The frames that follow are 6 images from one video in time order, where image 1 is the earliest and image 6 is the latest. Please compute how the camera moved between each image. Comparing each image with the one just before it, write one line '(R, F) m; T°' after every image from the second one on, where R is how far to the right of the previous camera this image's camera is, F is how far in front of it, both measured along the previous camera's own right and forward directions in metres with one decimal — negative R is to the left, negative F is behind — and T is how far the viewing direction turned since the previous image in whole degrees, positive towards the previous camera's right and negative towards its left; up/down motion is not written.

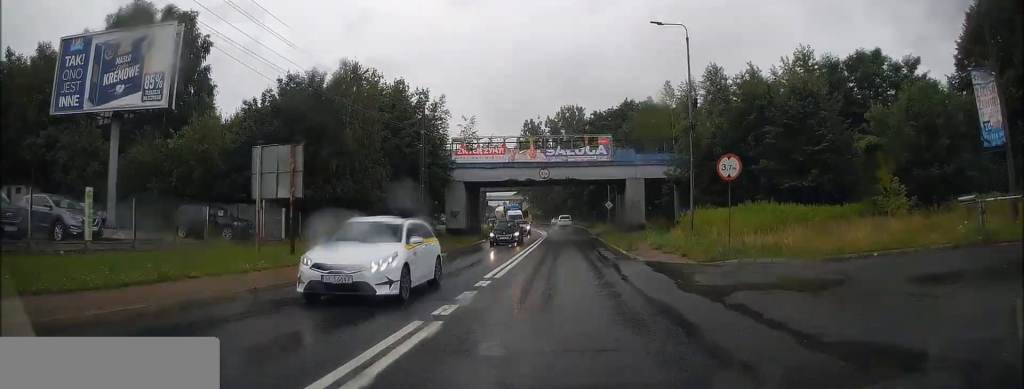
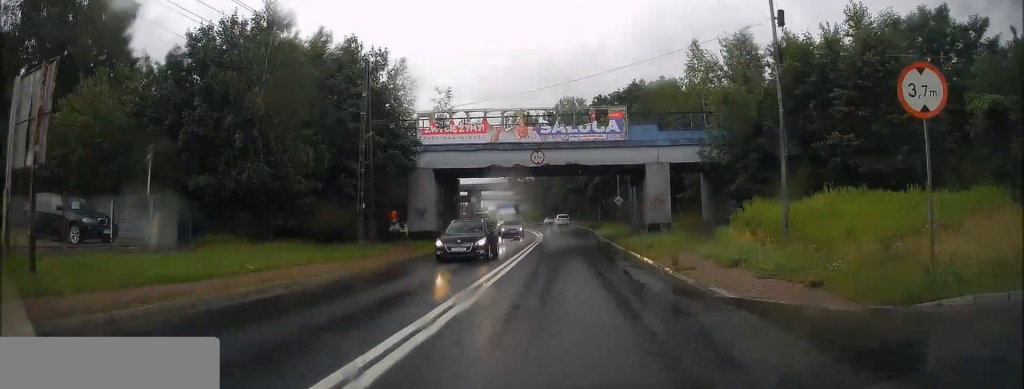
(-0.1, +10.9) m; 0°
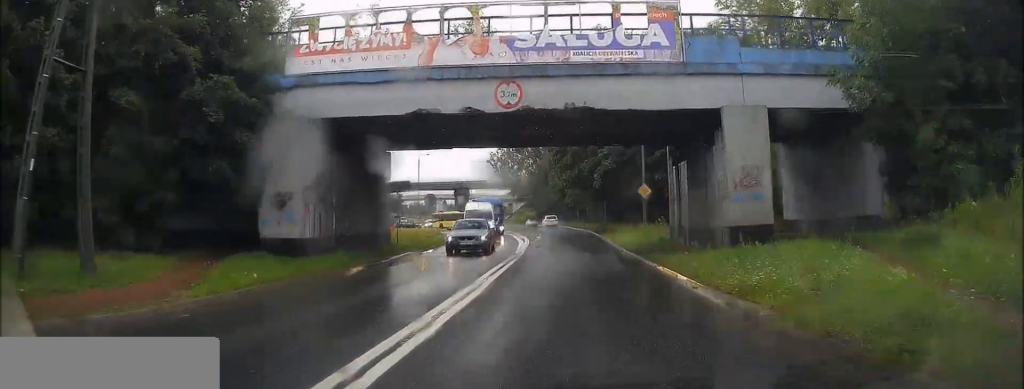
(+0.2, +17.3) m; +1°
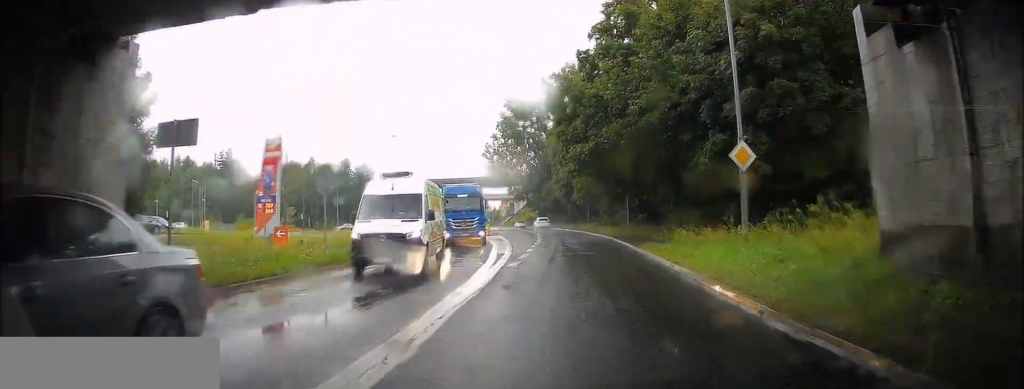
(-0.1, +17.8) m; -1°
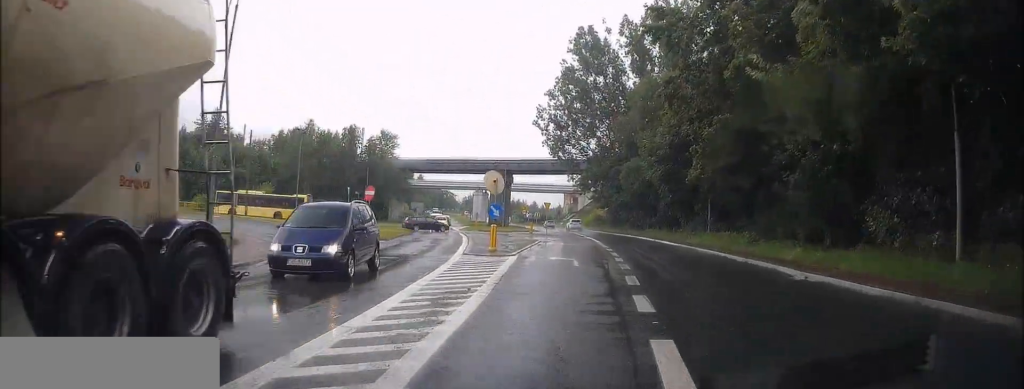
(-1.1, +37.1) m; -4°
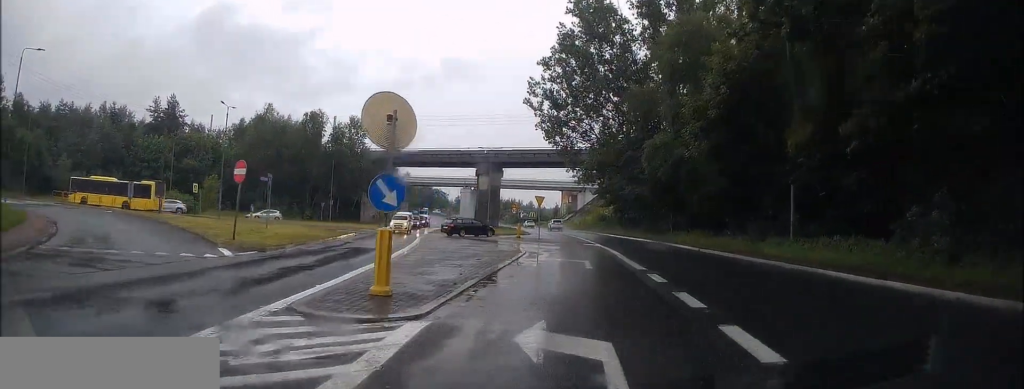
(-0.3, +14.9) m; -1°
